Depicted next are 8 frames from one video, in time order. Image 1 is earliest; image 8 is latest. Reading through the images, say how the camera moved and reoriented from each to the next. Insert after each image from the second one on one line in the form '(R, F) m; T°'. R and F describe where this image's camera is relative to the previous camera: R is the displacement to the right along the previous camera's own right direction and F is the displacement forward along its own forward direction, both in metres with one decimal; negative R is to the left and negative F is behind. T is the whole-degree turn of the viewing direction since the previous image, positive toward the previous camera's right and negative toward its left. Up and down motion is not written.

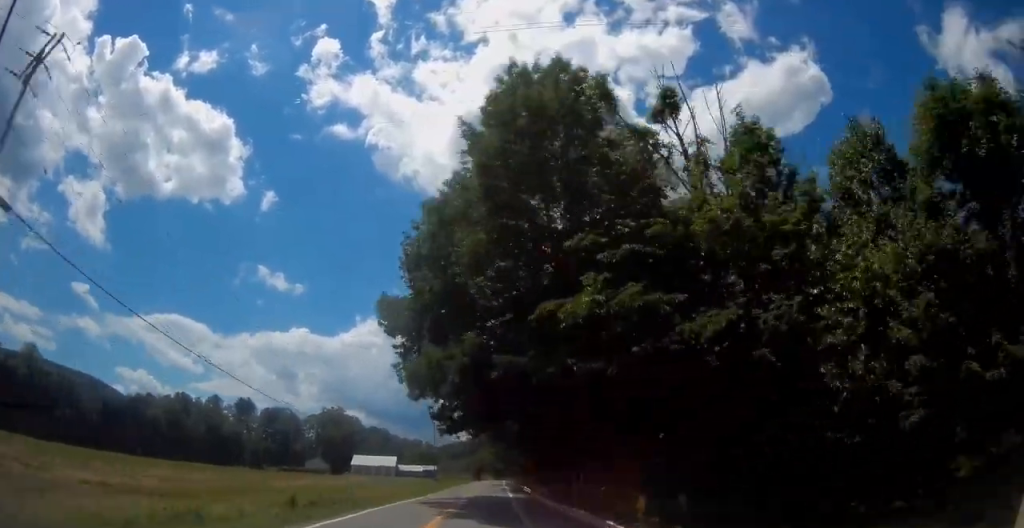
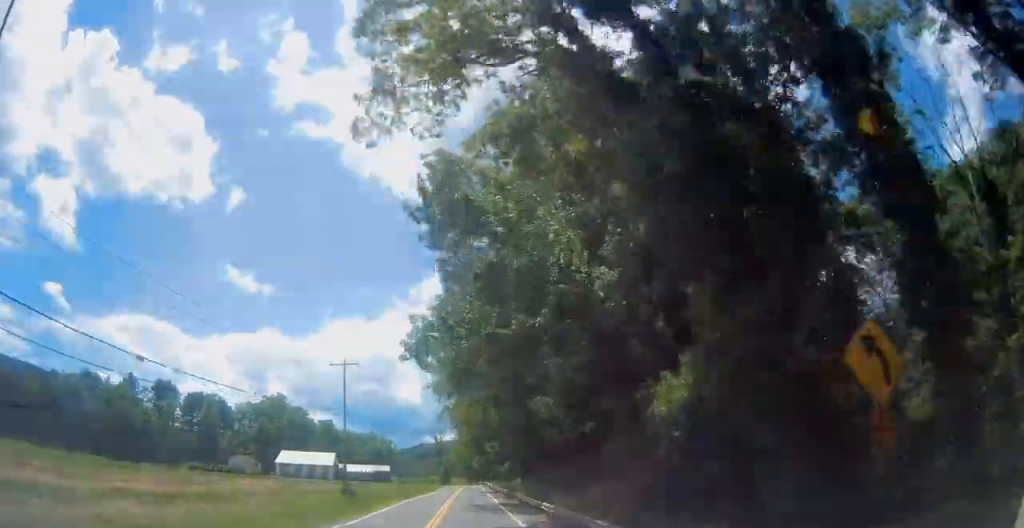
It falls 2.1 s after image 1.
(+0.9, +50.5) m; +1°
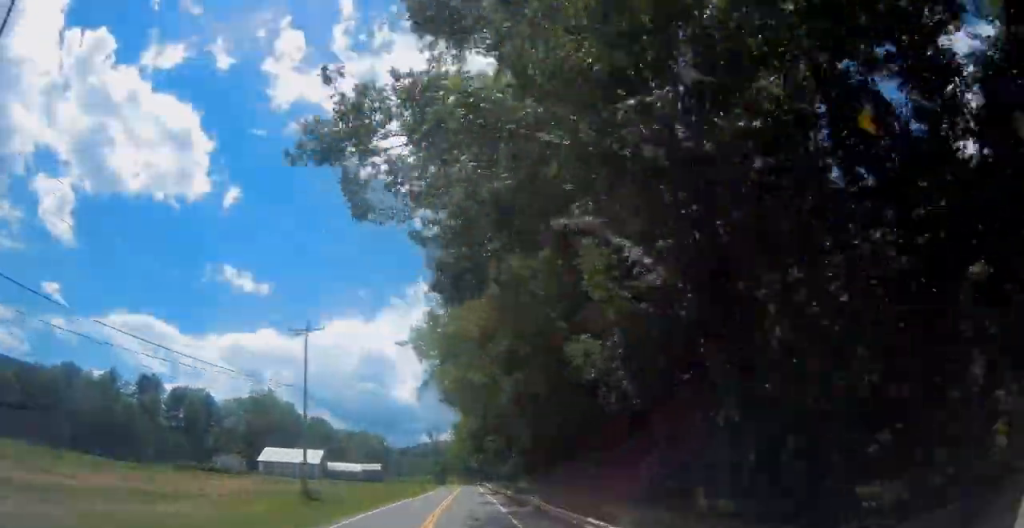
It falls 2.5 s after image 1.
(0.0, +10.5) m; 0°
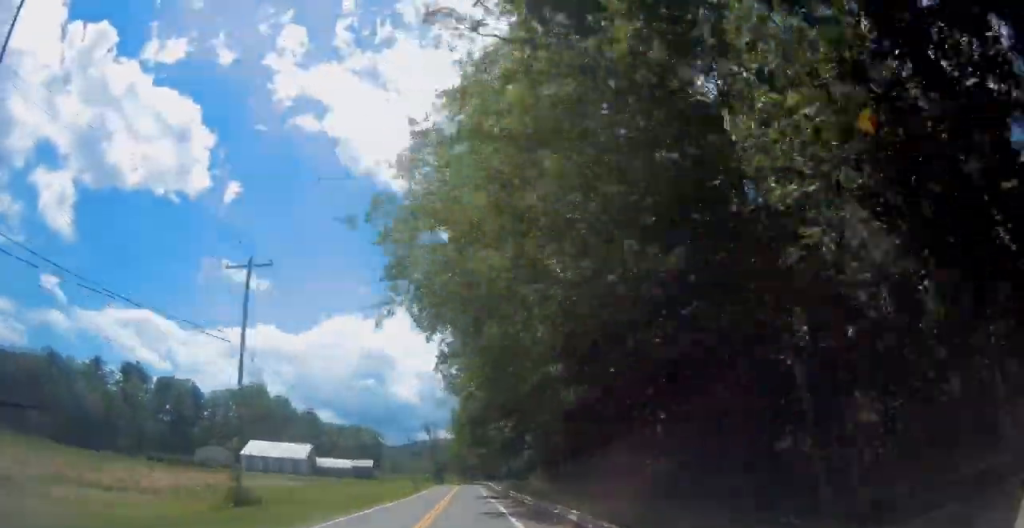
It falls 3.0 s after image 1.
(0.0, +10.8) m; 0°
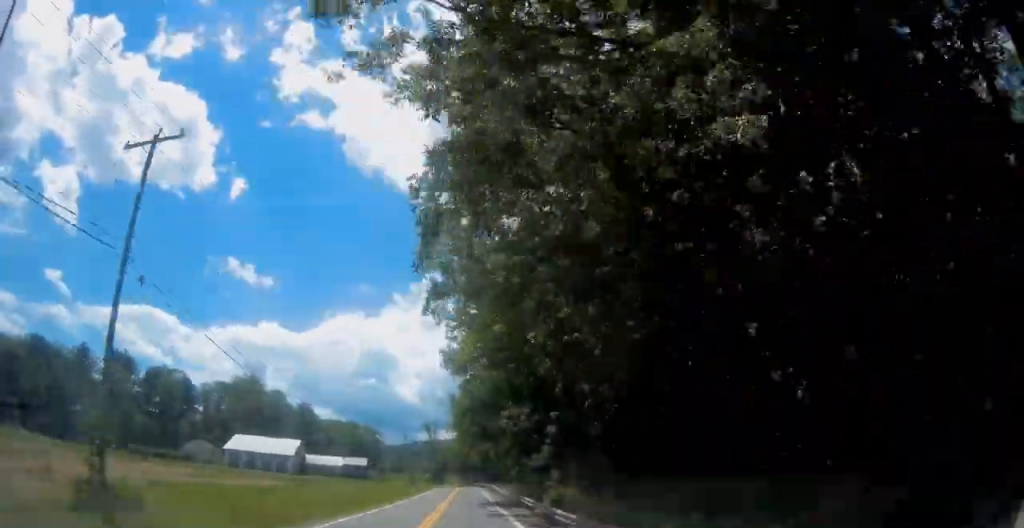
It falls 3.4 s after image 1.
(0.0, +10.8) m; 0°
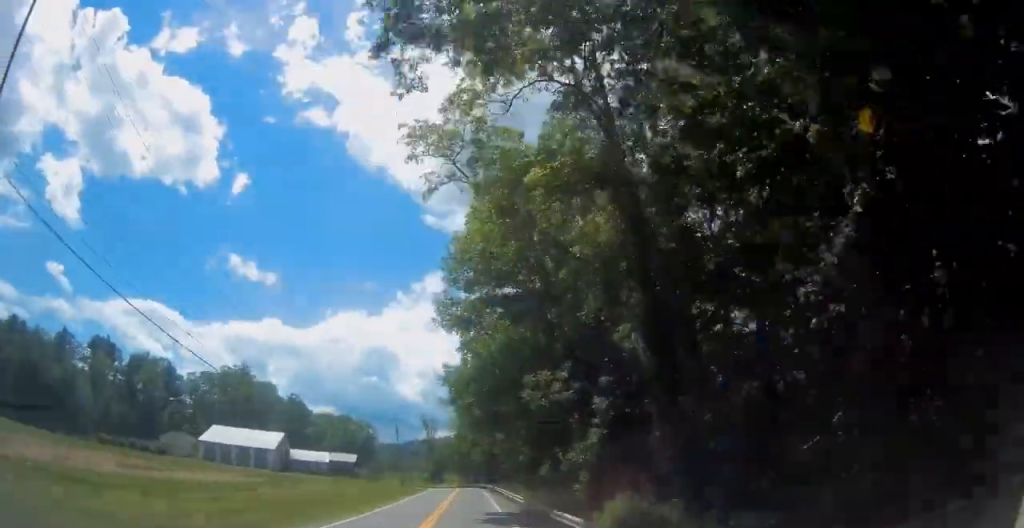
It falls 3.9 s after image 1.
(0.0, +12.4) m; 0°
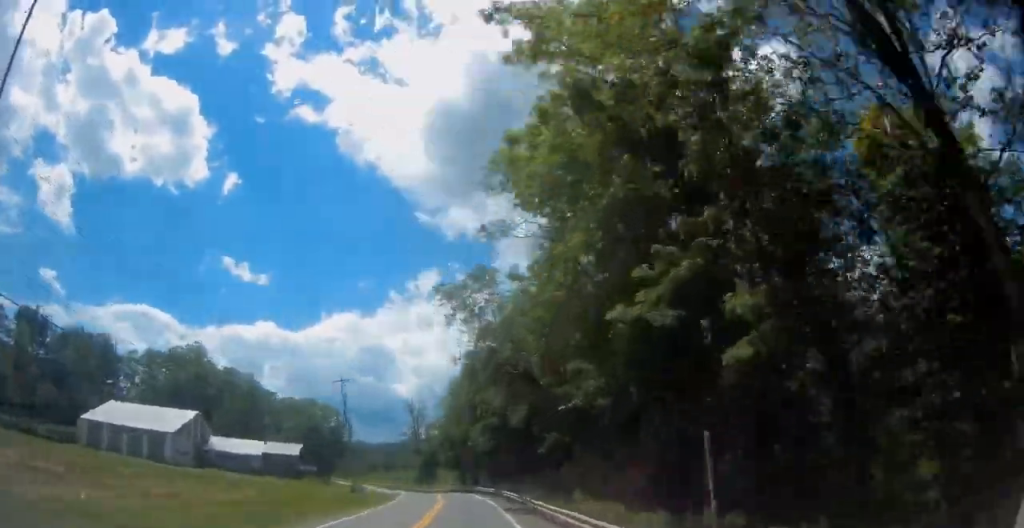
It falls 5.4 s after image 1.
(0.0, +36.5) m; +1°
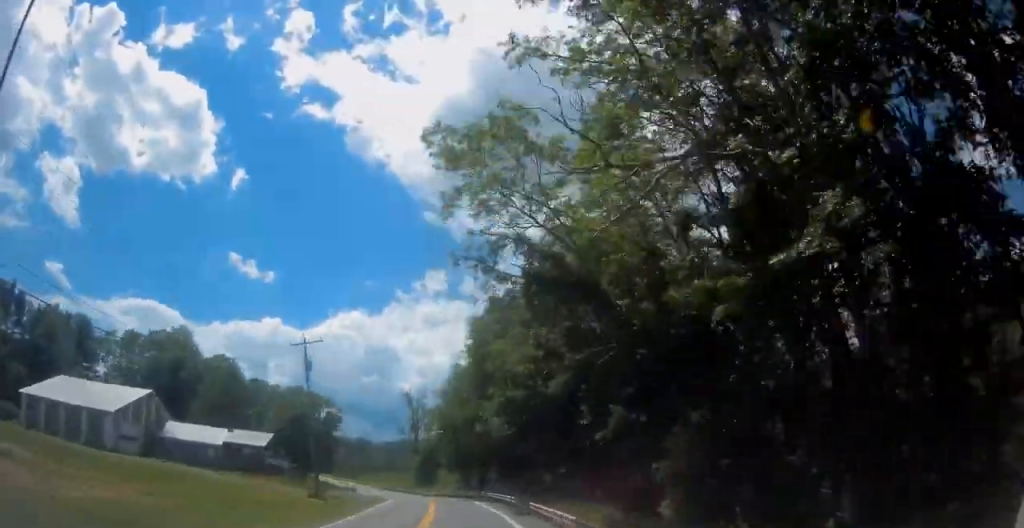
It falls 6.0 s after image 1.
(+0.1, +13.9) m; 0°
